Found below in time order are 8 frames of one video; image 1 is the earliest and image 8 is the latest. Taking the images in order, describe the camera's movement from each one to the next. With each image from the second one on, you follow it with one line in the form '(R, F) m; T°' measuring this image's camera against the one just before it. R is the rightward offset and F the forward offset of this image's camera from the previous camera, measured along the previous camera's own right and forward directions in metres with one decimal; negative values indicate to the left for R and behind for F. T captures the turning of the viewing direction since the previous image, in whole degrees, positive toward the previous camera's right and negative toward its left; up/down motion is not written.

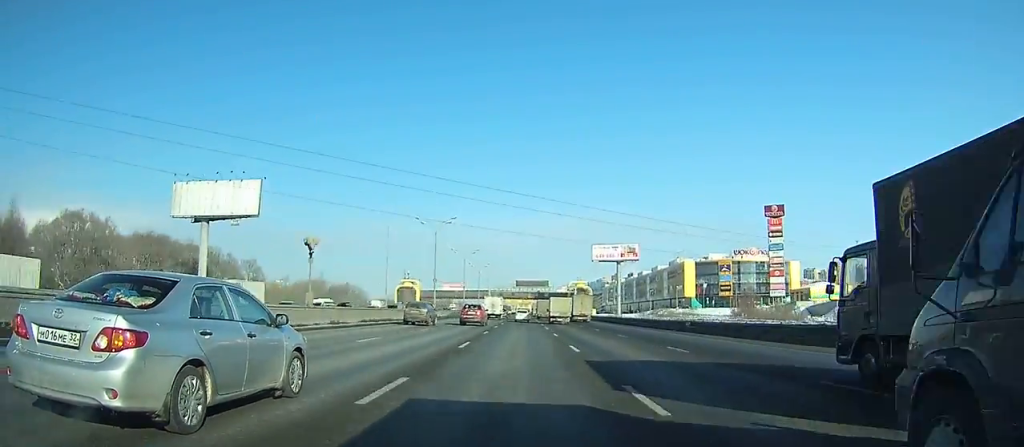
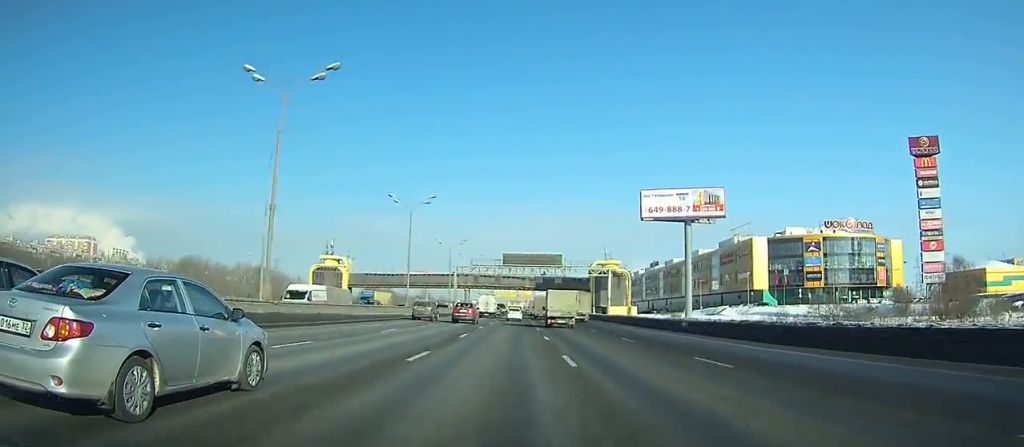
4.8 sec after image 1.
(-0.1, +85.0) m; 0°
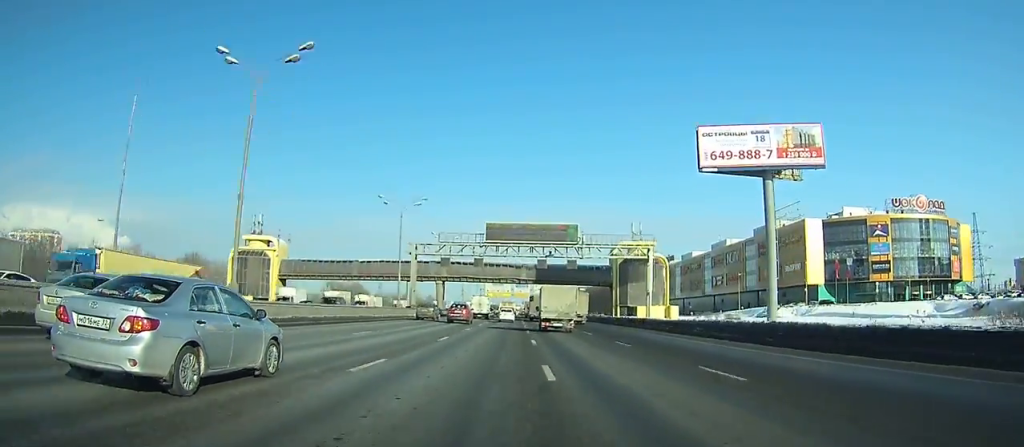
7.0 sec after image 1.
(0.0, +37.5) m; +1°
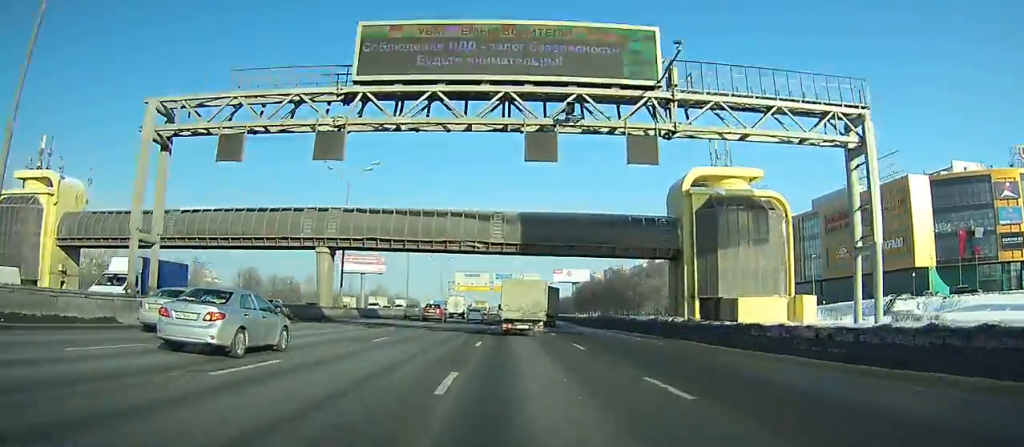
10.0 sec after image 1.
(+0.6, +48.6) m; 0°
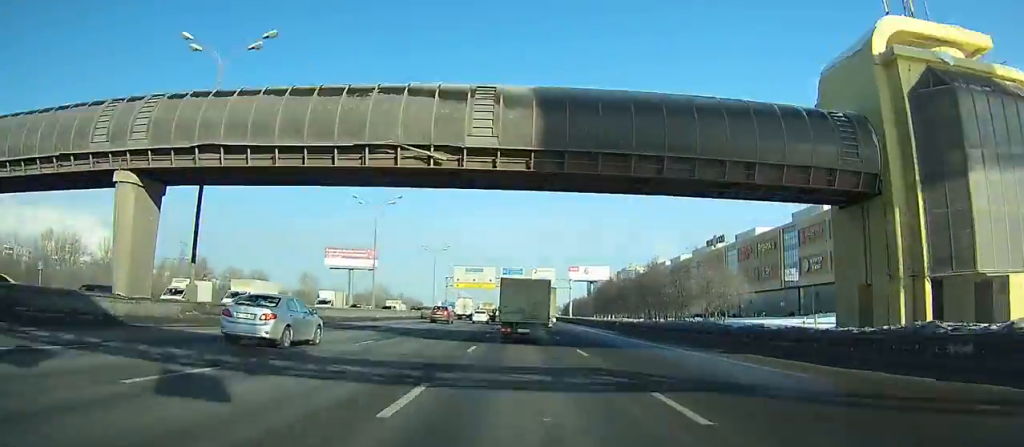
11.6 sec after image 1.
(-0.2, +24.6) m; 0°
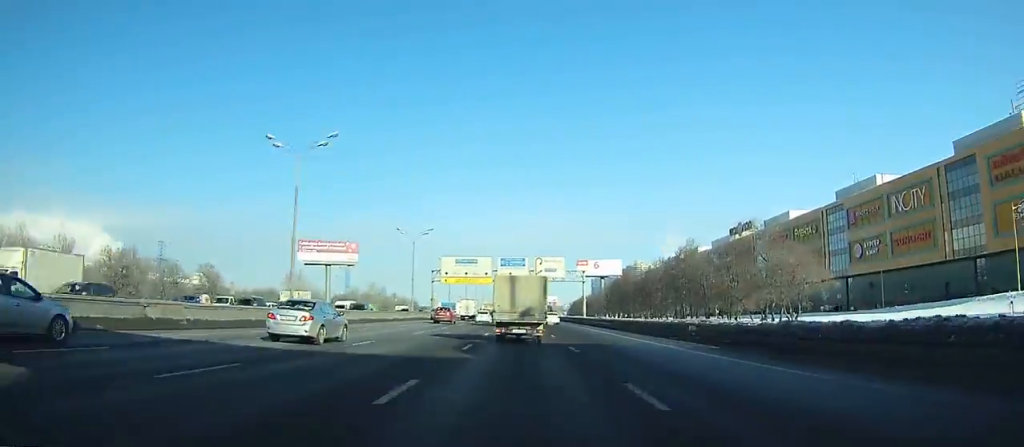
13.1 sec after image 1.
(-0.1, +22.8) m; 0°
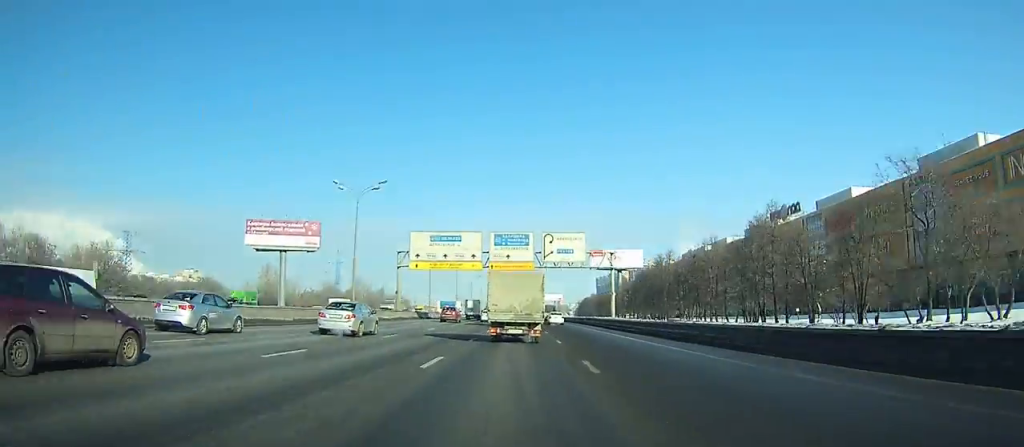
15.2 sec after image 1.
(-0.1, +30.7) m; 0°
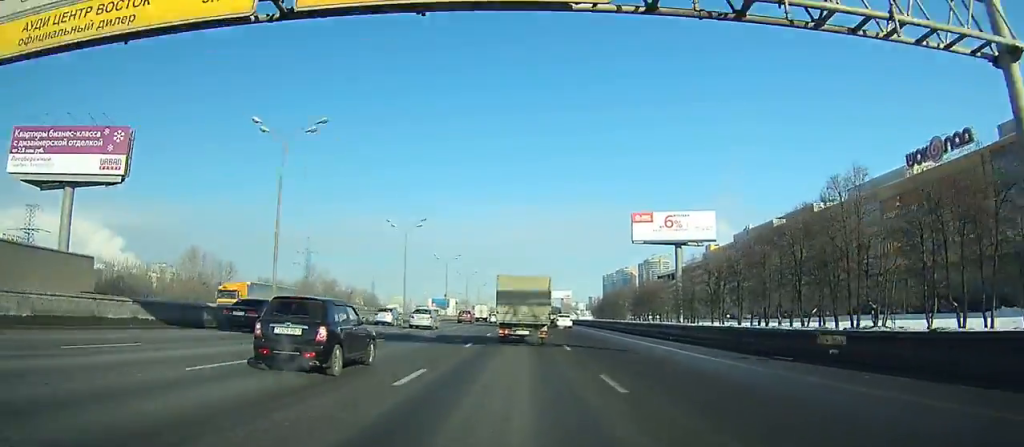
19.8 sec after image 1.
(-0.1, +65.3) m; 0°
